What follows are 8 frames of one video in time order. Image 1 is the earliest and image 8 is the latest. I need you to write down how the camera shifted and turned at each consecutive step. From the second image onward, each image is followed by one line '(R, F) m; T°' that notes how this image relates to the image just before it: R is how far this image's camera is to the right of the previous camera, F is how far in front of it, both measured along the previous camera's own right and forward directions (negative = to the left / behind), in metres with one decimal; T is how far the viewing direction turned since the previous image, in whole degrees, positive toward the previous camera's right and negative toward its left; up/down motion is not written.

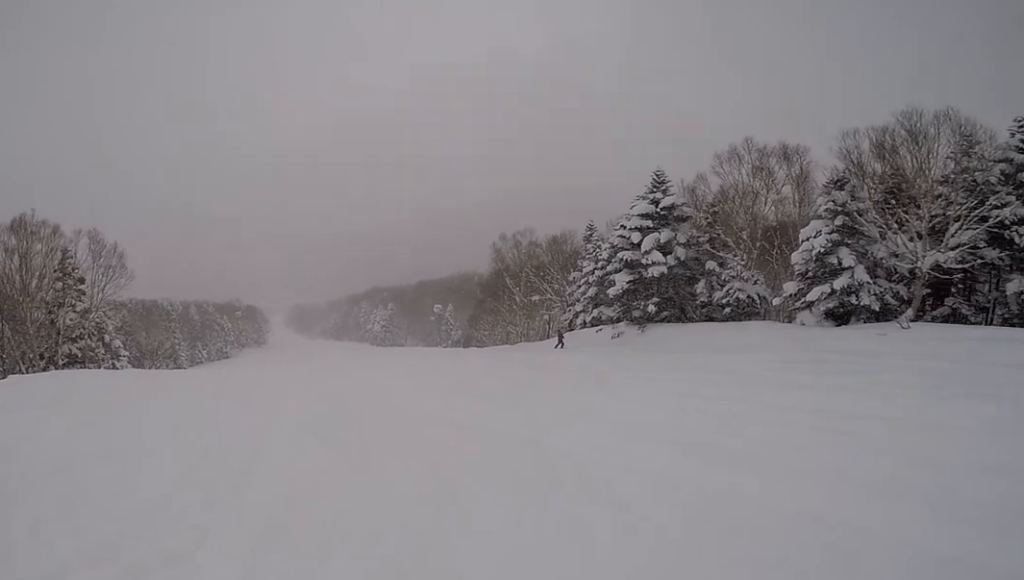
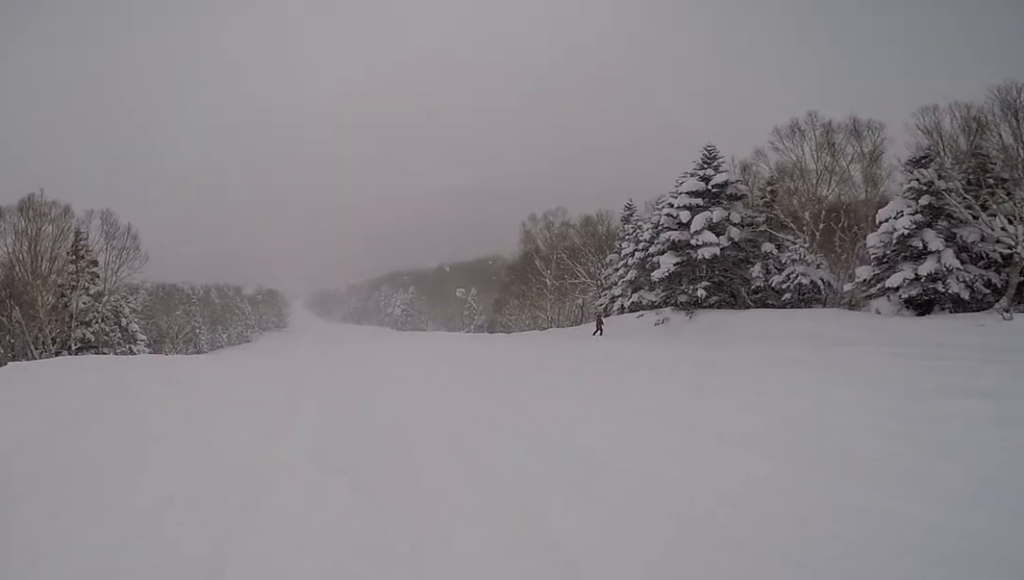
(+0.2, +2.1) m; -2°
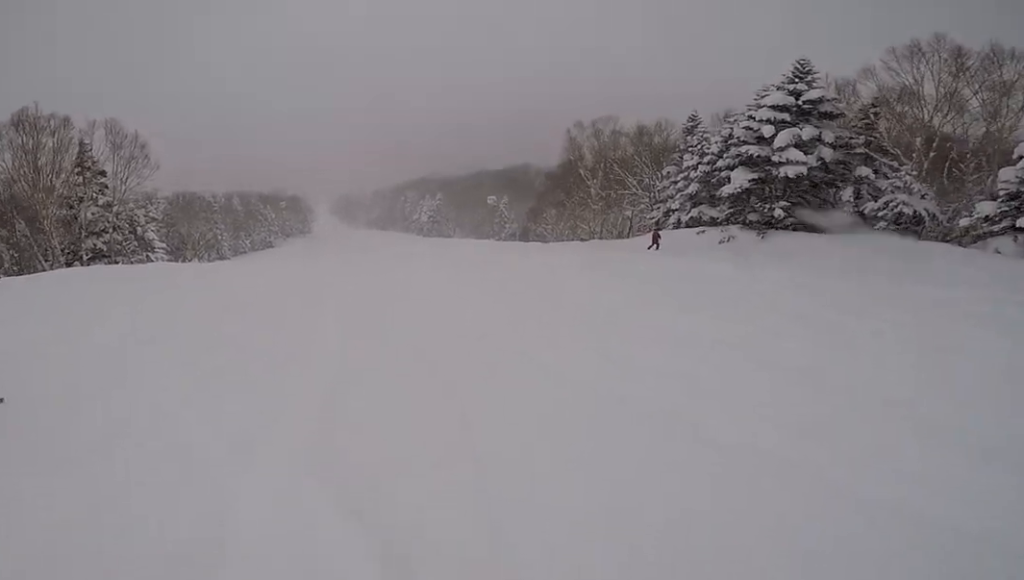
(+0.1, +2.4) m; -2°
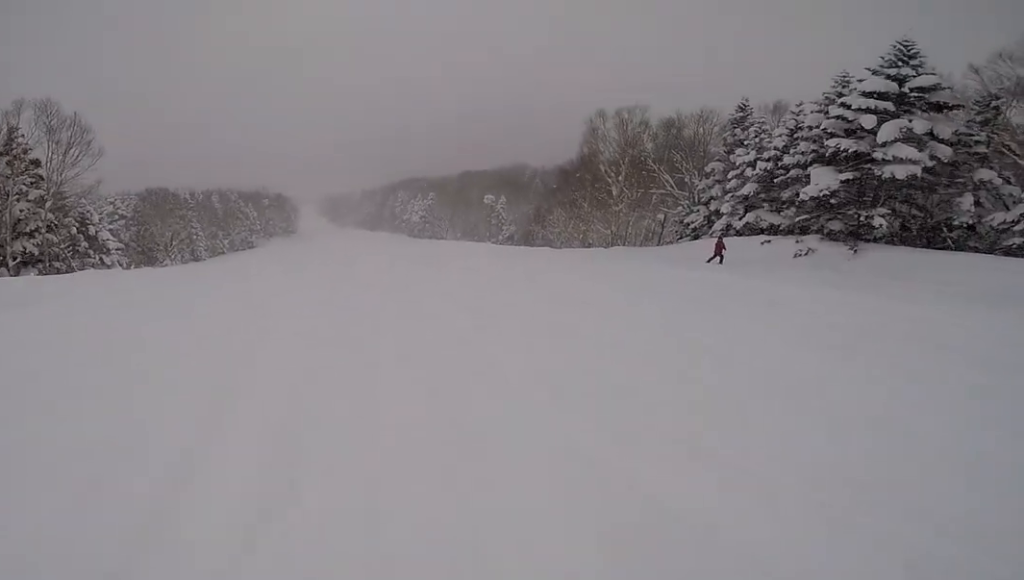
(-0.3, +6.0) m; -1°
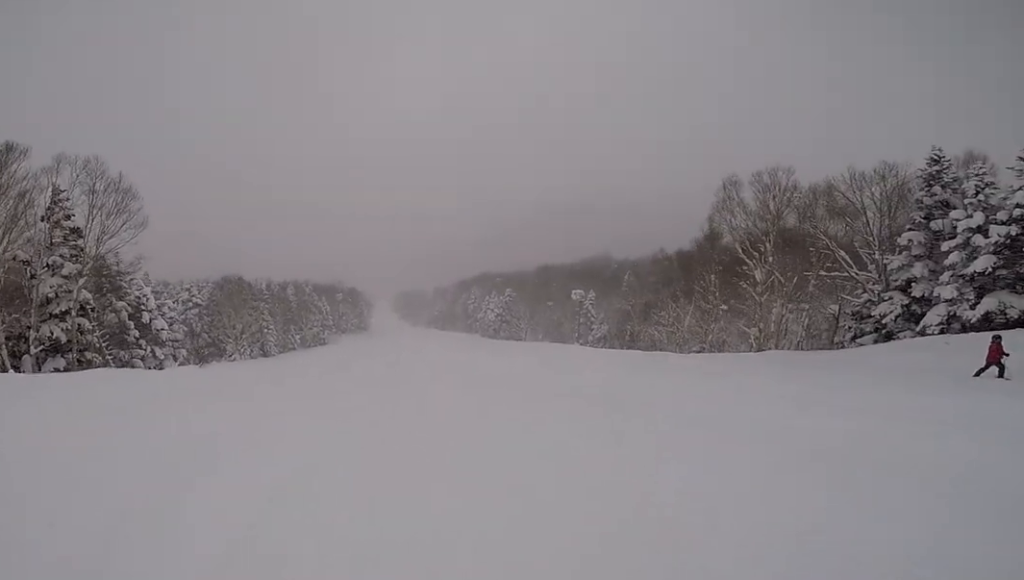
(-0.1, +7.1) m; -6°
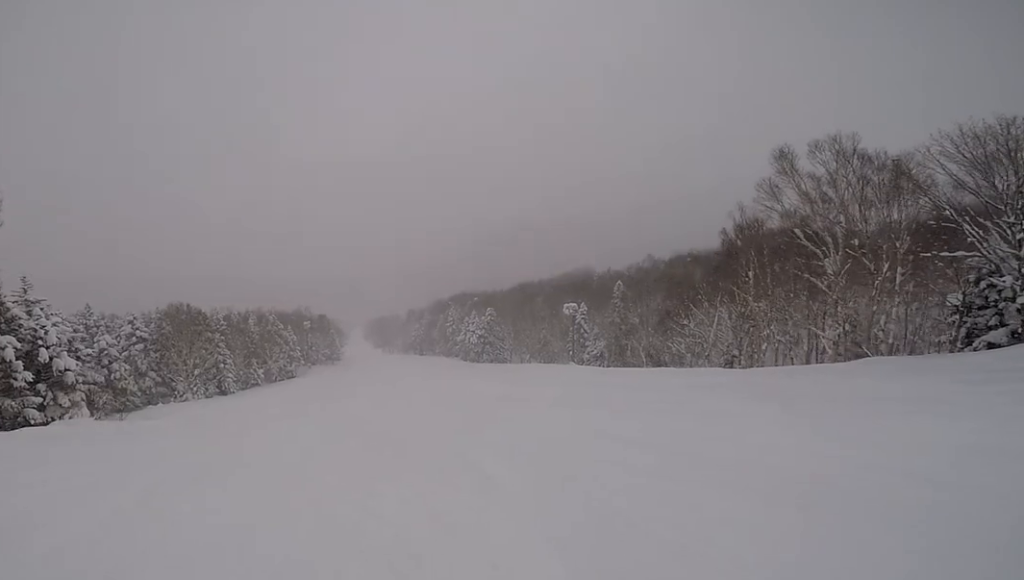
(-0.3, +8.5) m; -2°
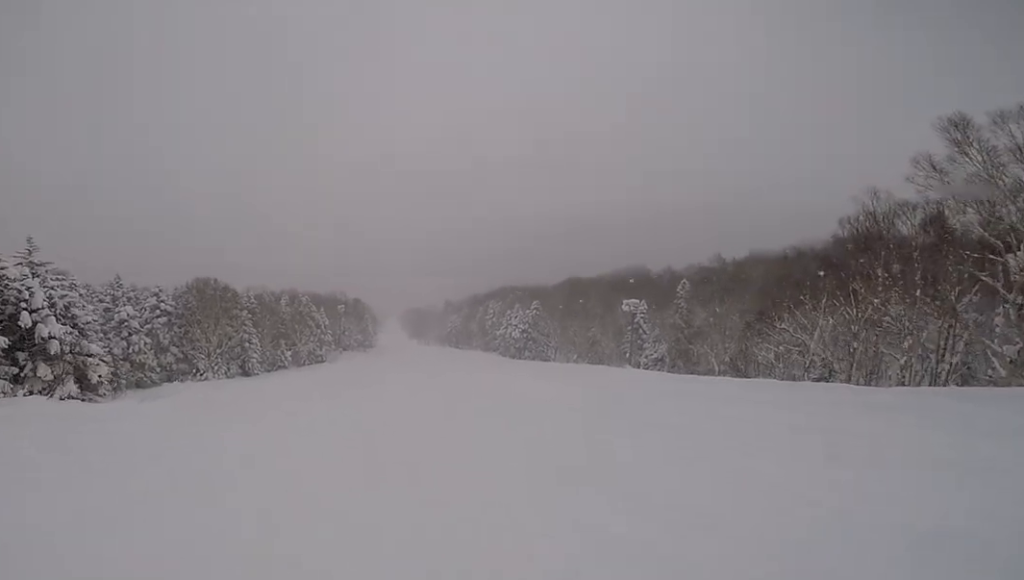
(0.0, +5.2) m; 0°
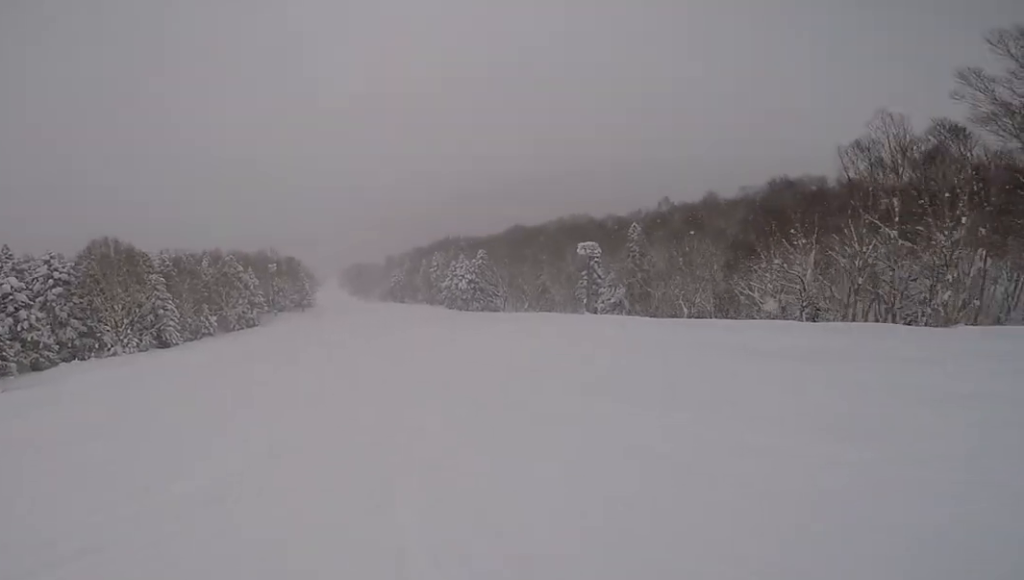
(0.0, +5.5) m; +1°
